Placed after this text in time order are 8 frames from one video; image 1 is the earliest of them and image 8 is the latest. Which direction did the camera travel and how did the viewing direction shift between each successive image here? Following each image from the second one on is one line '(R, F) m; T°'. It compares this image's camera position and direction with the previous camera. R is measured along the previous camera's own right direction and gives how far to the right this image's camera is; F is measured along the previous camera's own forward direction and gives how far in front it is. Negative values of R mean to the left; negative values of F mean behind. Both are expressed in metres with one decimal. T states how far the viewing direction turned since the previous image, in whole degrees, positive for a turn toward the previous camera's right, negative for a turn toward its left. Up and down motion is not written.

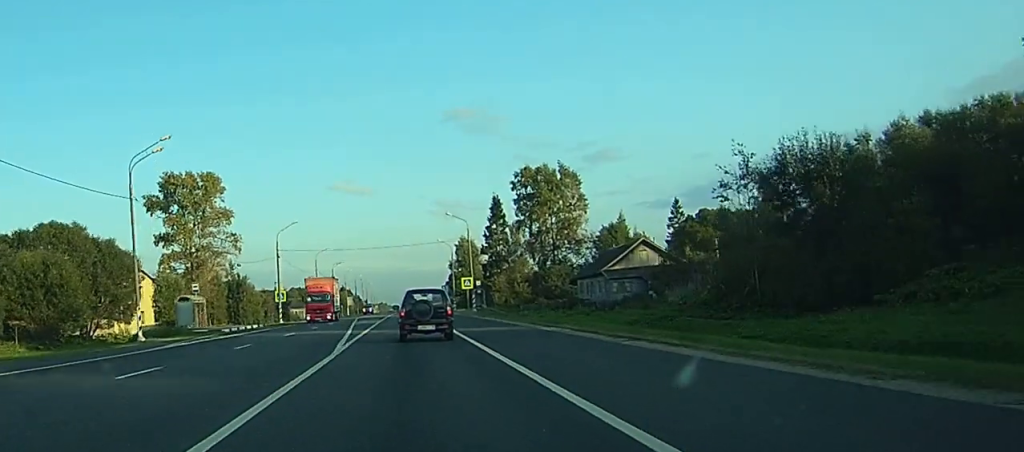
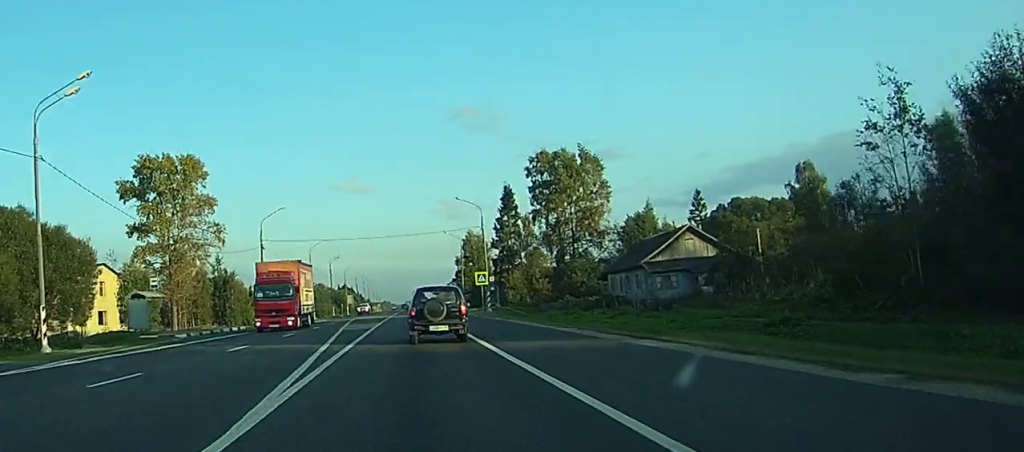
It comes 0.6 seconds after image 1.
(-0.1, +13.8) m; 0°
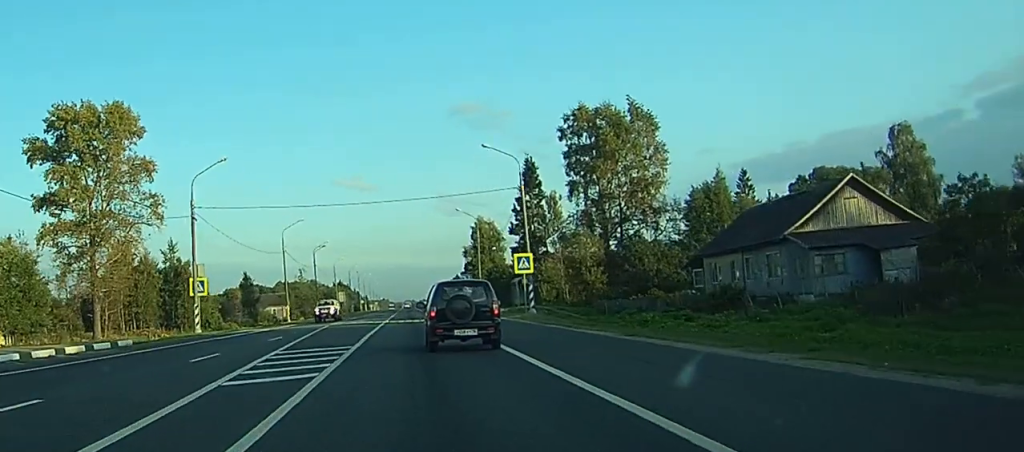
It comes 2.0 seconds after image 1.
(-0.1, +28.7) m; 0°
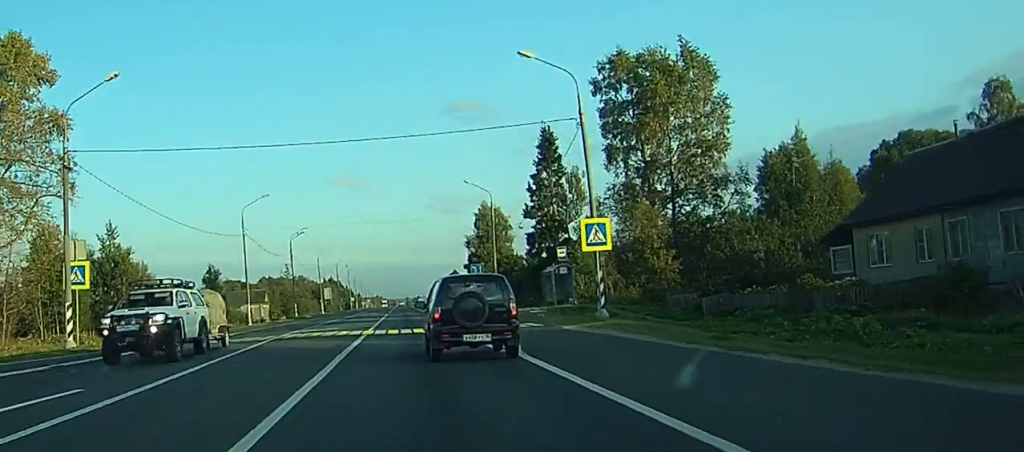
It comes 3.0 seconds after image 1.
(+0.1, +21.7) m; 0°
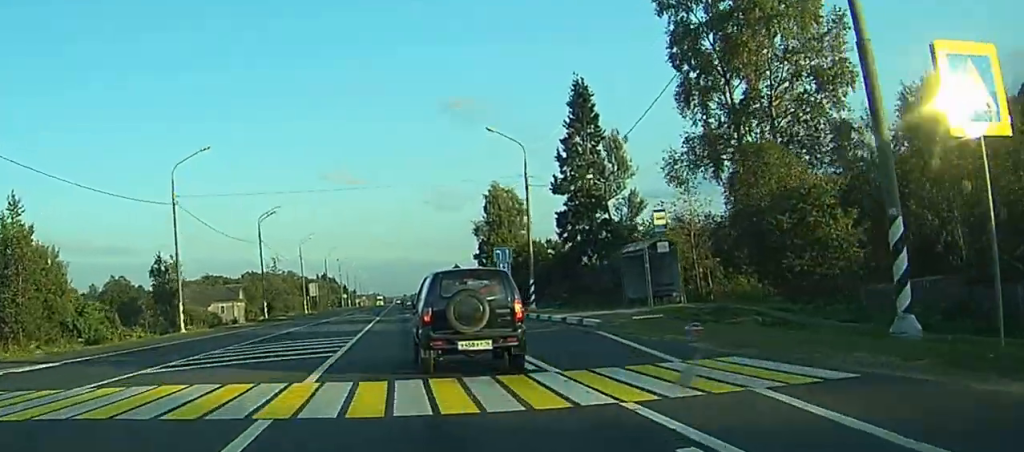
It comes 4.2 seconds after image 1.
(0.0, +23.8) m; 0°
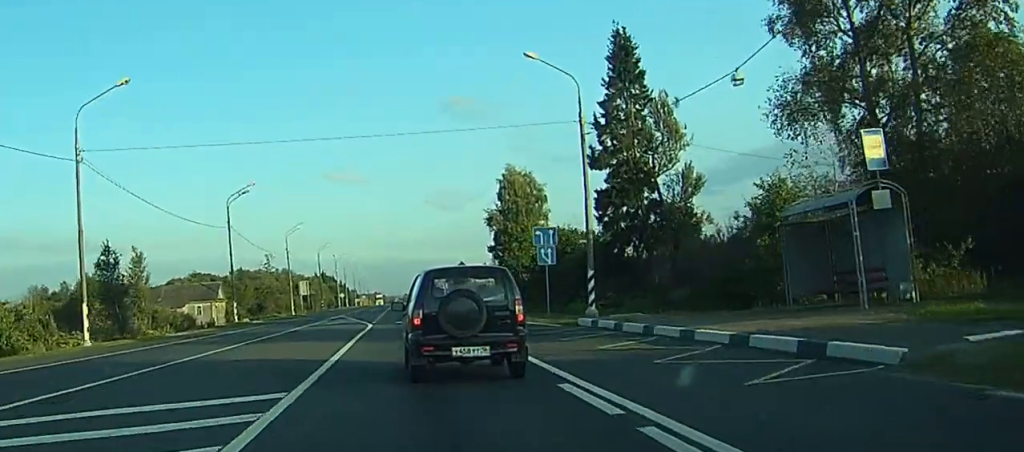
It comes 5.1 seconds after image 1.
(0.0, +17.8) m; 0°
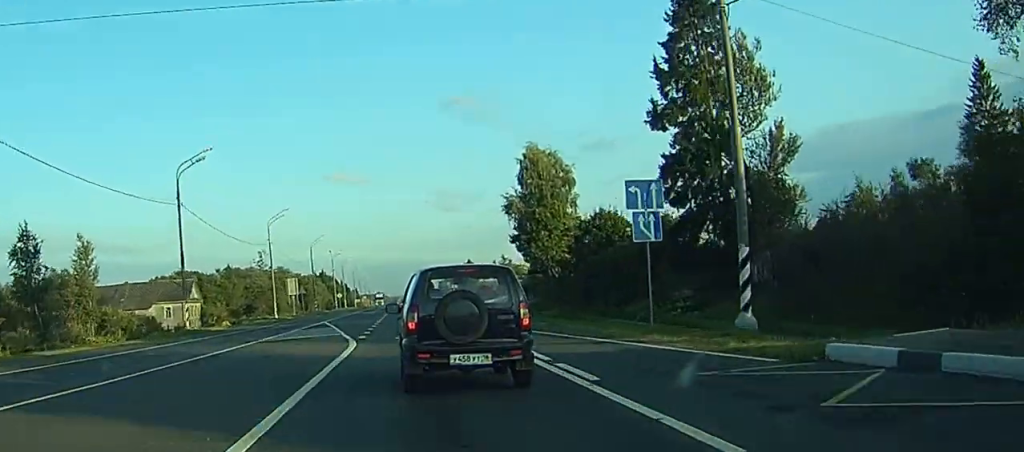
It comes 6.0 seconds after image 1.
(0.0, +18.6) m; 0°
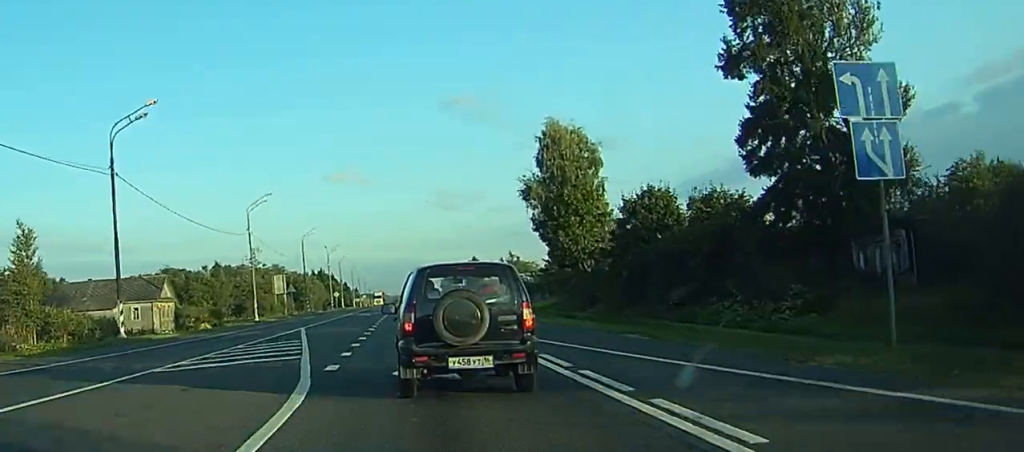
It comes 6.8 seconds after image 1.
(0.0, +13.8) m; 0°
